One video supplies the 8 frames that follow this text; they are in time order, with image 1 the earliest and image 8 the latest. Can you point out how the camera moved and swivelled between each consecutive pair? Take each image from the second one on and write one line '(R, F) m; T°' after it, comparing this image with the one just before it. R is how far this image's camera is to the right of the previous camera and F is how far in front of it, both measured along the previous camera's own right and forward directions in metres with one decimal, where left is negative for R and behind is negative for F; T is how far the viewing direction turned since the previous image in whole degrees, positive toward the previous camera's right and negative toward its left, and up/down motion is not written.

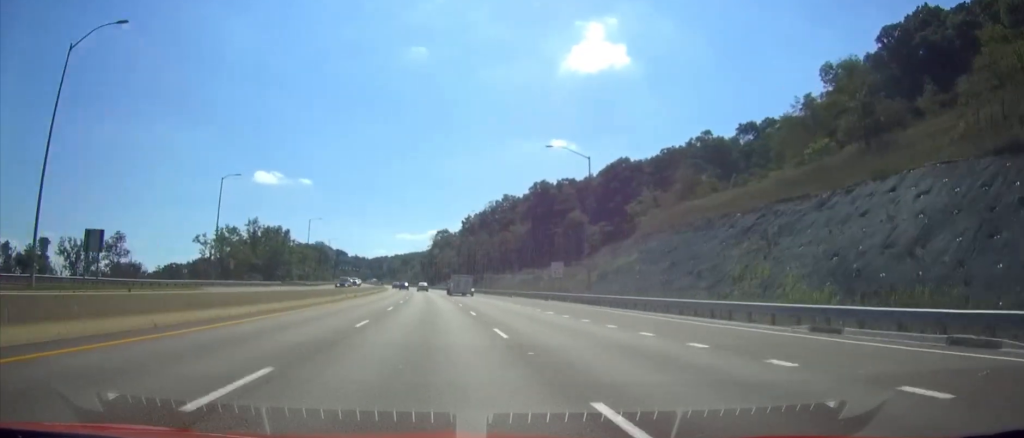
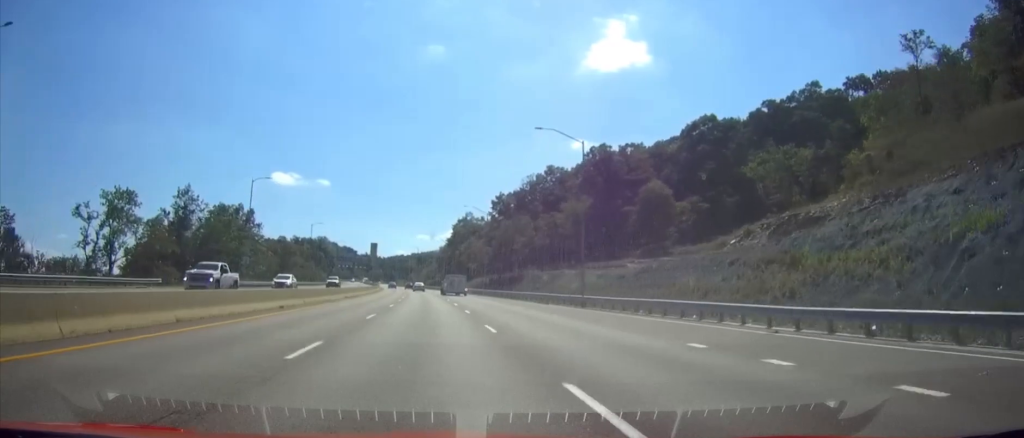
(-0.7, +59.0) m; -2°
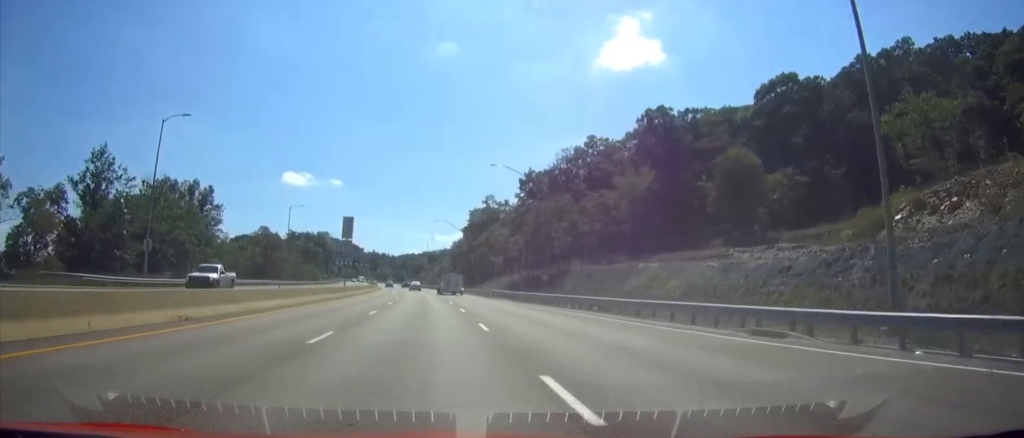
(-0.5, +35.7) m; -1°
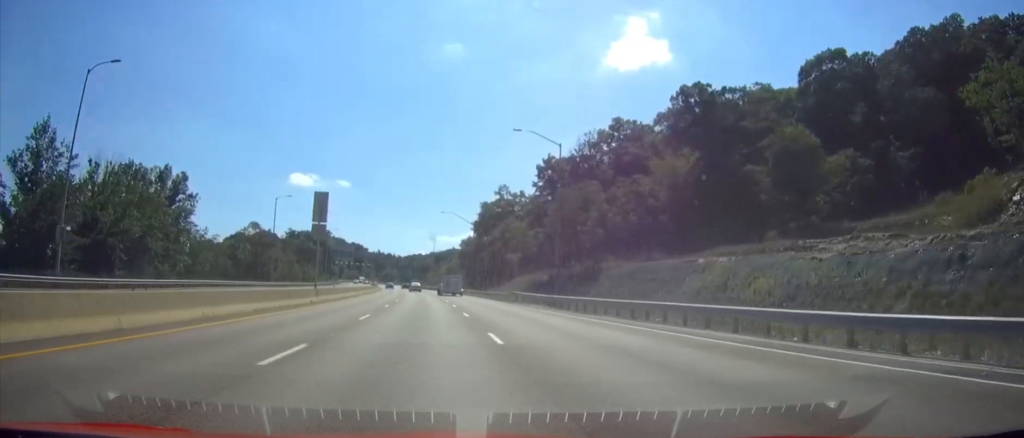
(-0.1, +15.9) m; -1°
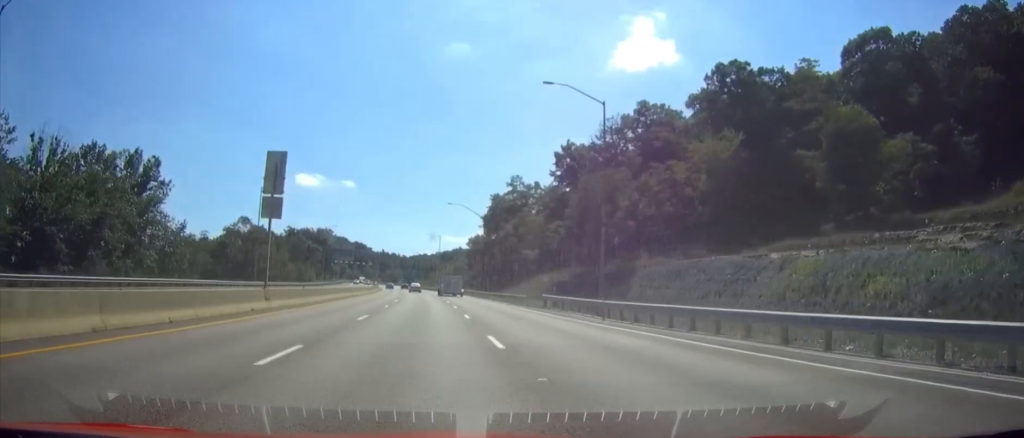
(0.0, +13.0) m; 0°
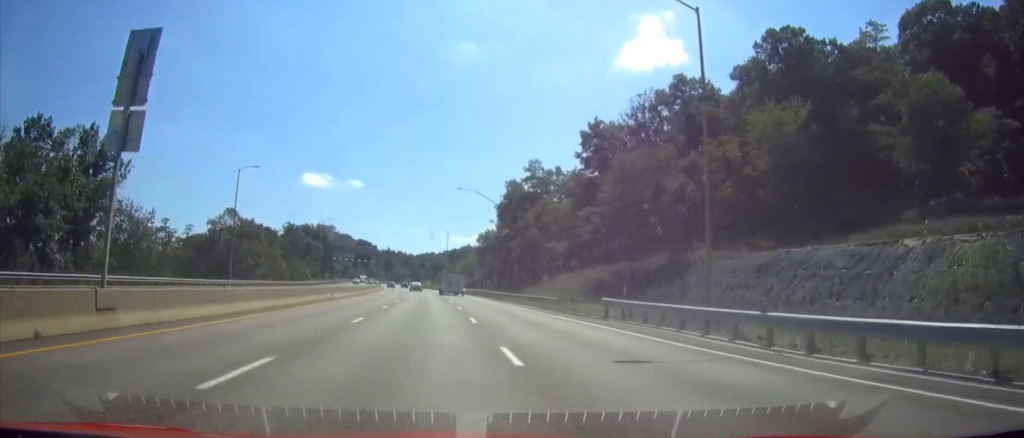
(-0.1, +15.0) m; 0°
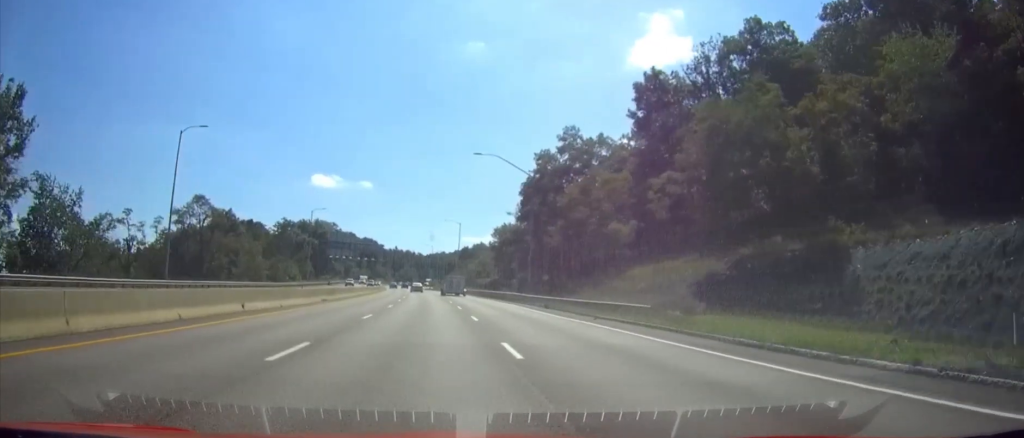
(-0.2, +23.1) m; -1°
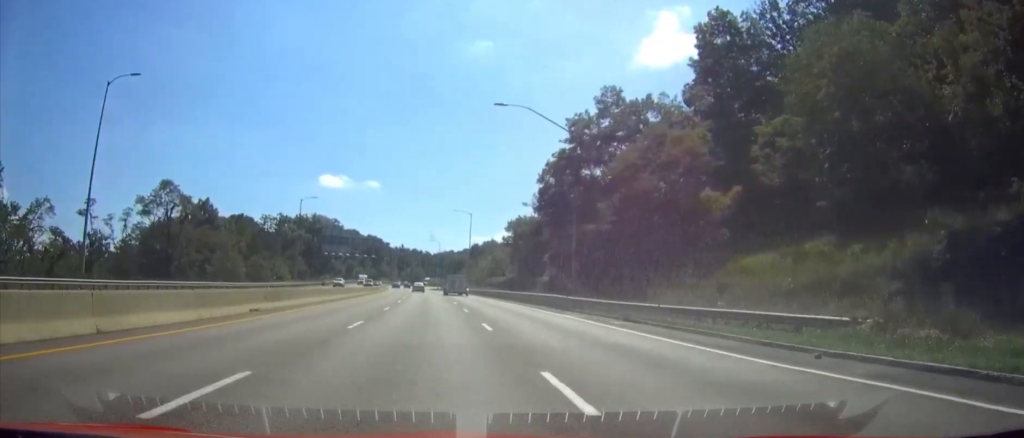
(0.0, +17.1) m; -1°
